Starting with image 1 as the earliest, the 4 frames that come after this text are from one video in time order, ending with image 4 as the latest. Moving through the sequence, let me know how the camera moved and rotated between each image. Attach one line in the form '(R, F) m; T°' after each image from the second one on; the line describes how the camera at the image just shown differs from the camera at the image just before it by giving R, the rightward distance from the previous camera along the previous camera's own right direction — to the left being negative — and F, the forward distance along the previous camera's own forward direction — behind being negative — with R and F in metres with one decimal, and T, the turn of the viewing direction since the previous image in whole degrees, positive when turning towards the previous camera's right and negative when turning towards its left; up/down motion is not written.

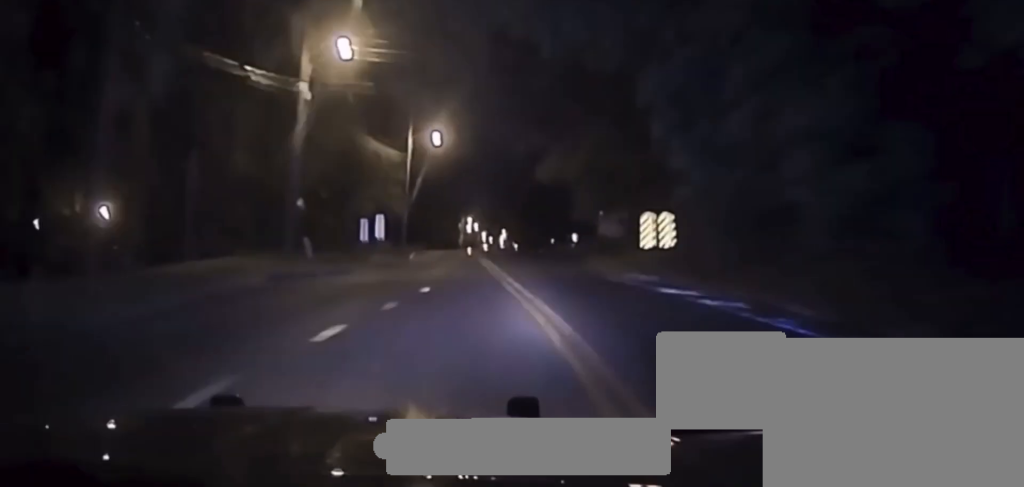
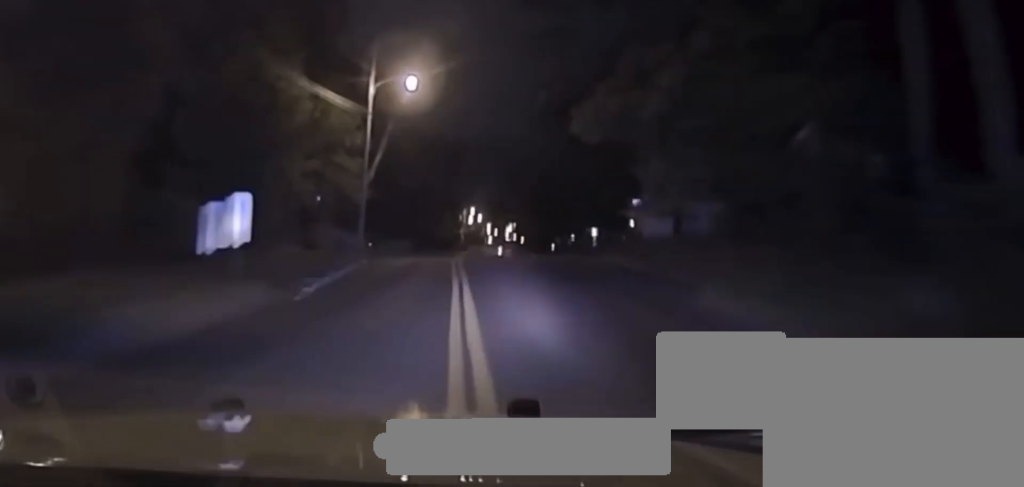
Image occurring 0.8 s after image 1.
(0.0, +17.7) m; 0°
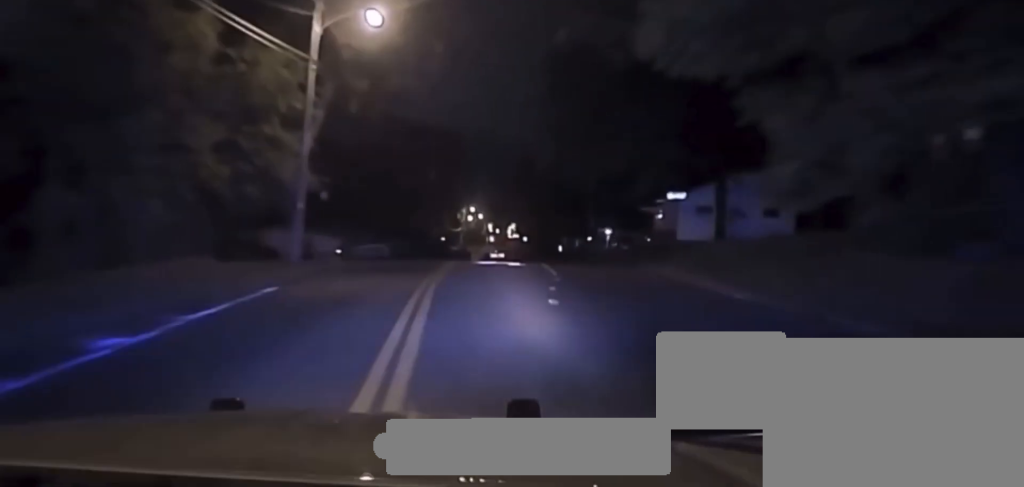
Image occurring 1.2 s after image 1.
(-0.1, +10.0) m; 0°
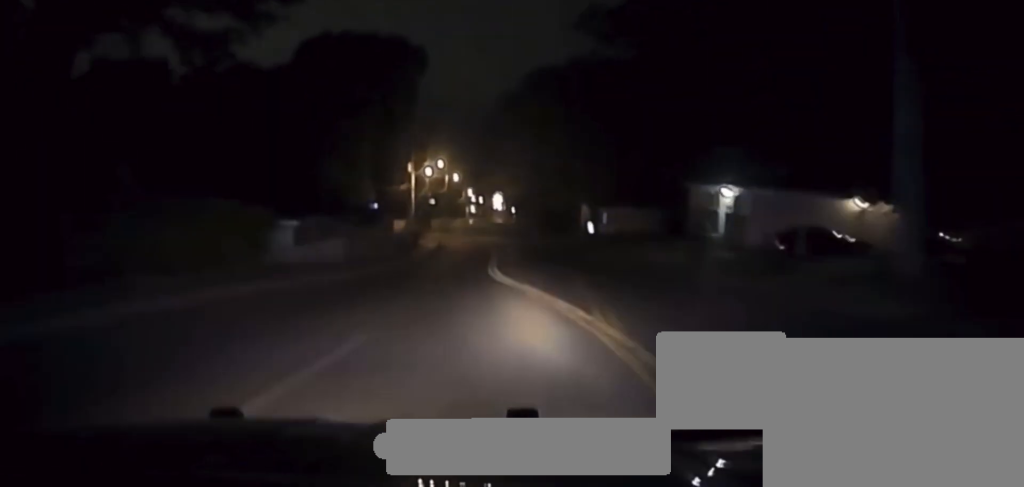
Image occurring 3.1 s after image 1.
(-0.4, +51.3) m; 0°
